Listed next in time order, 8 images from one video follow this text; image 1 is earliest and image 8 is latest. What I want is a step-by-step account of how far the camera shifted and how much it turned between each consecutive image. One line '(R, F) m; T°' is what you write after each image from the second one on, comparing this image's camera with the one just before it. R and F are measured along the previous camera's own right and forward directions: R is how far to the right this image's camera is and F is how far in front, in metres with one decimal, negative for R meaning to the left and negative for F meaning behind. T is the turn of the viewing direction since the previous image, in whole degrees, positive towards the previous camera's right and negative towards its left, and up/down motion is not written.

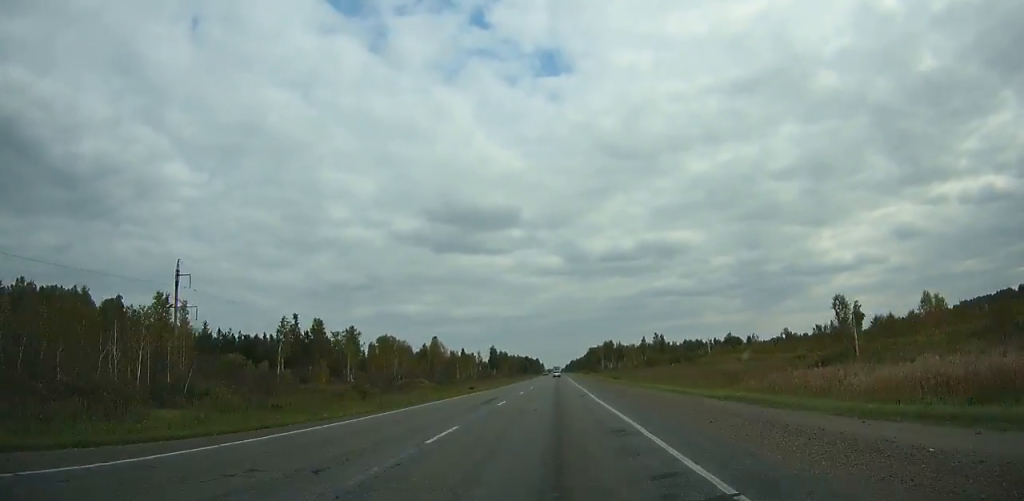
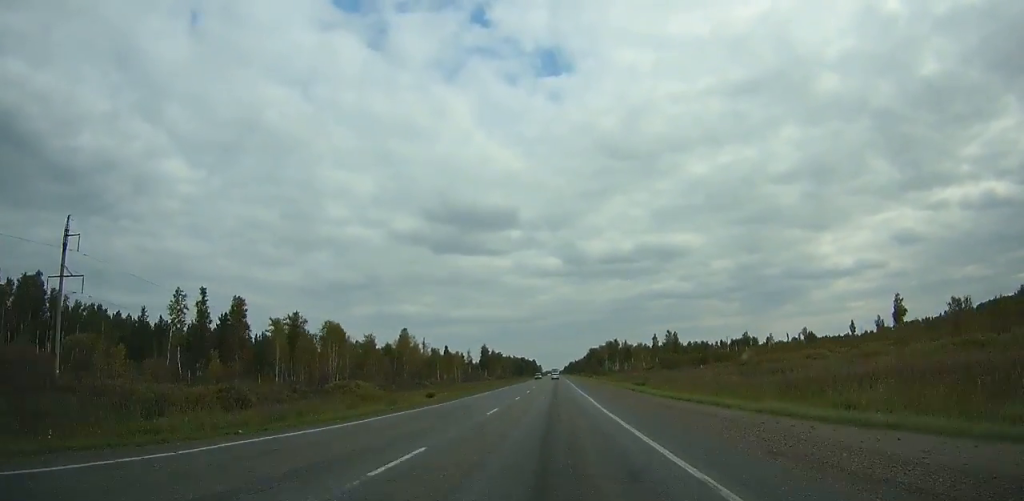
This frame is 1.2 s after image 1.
(+0.1, +27.7) m; 0°
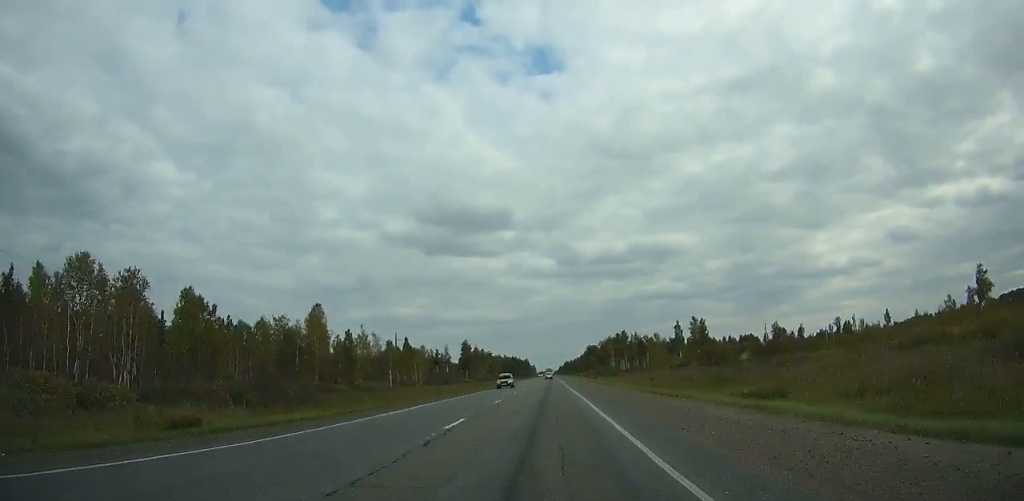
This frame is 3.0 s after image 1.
(+0.1, +41.4) m; 0°
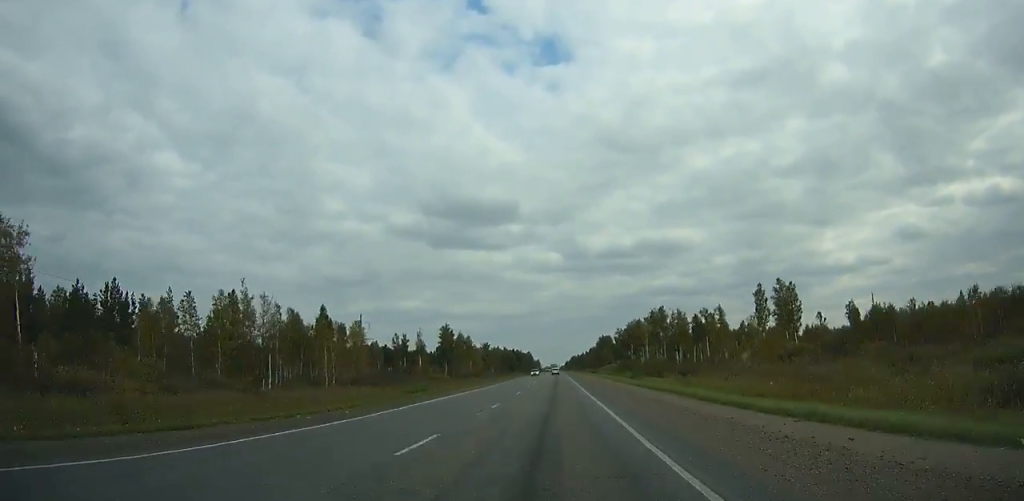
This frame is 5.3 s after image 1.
(0.0, +52.6) m; 0°
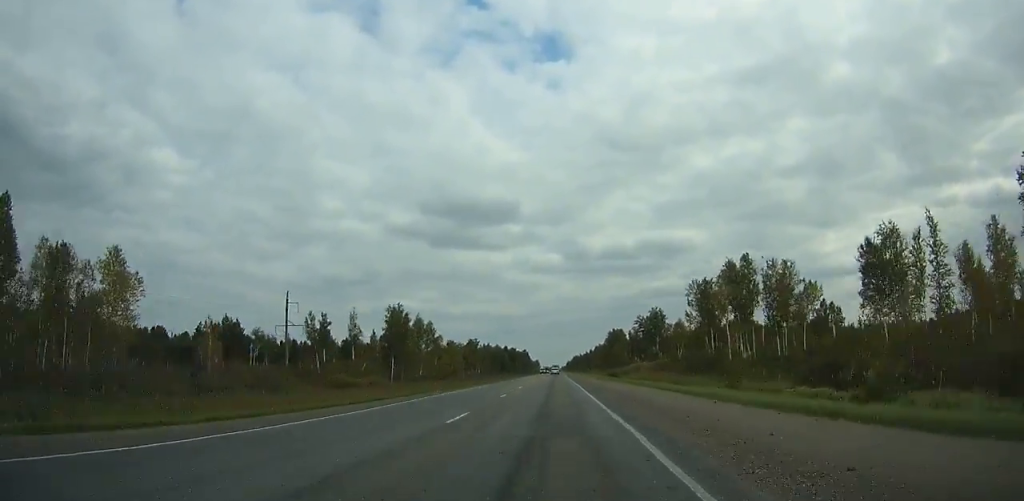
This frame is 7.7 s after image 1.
(+0.1, +54.6) m; 0°
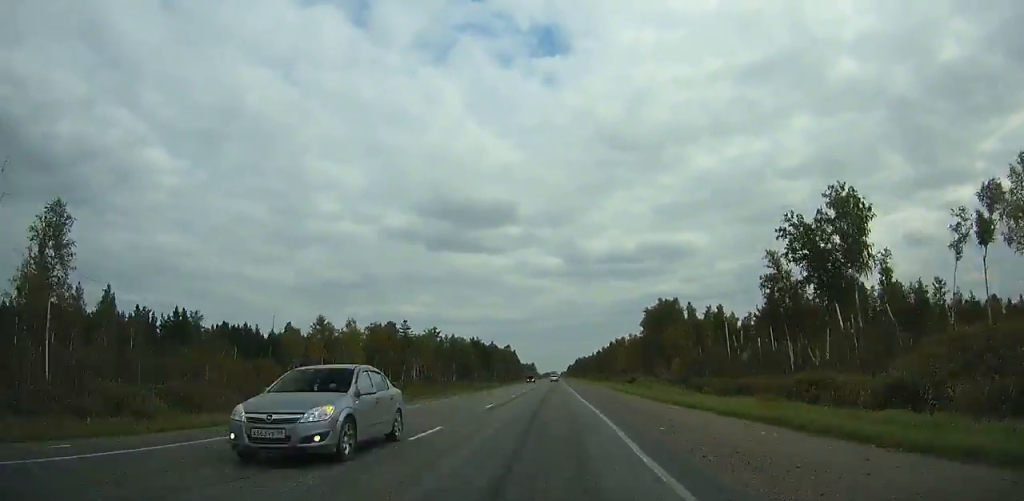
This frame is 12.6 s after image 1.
(+0.2, +110.2) m; 0°
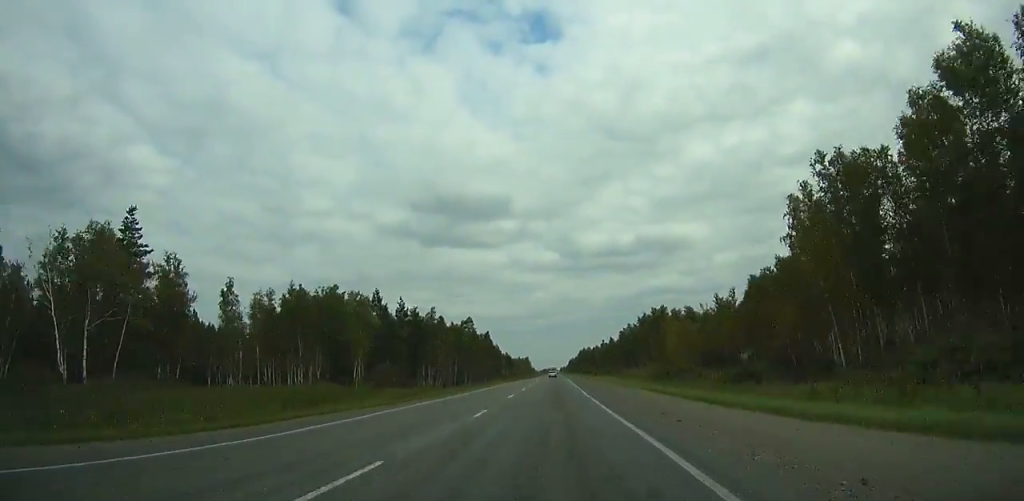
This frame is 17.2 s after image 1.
(-0.4, +101.6) m; -1°
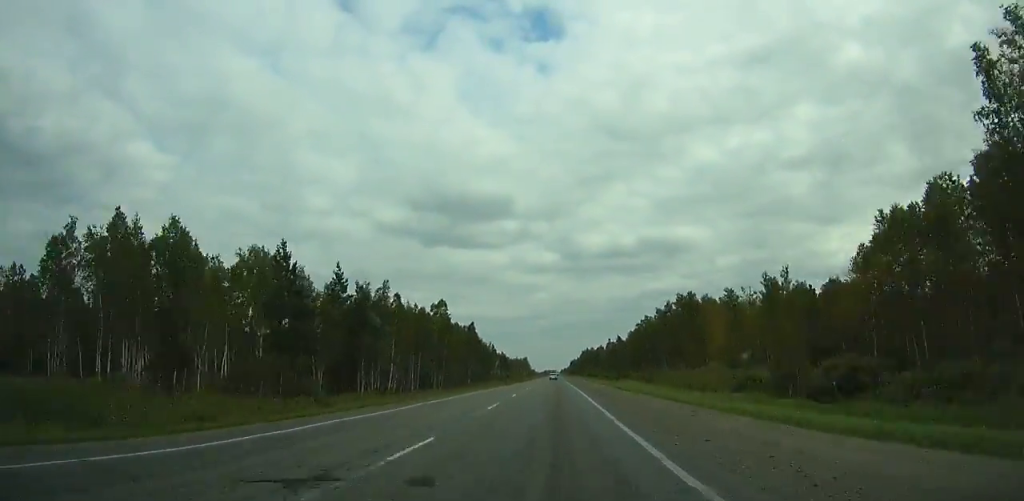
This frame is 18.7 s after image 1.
(-0.1, +32.8) m; 0°
